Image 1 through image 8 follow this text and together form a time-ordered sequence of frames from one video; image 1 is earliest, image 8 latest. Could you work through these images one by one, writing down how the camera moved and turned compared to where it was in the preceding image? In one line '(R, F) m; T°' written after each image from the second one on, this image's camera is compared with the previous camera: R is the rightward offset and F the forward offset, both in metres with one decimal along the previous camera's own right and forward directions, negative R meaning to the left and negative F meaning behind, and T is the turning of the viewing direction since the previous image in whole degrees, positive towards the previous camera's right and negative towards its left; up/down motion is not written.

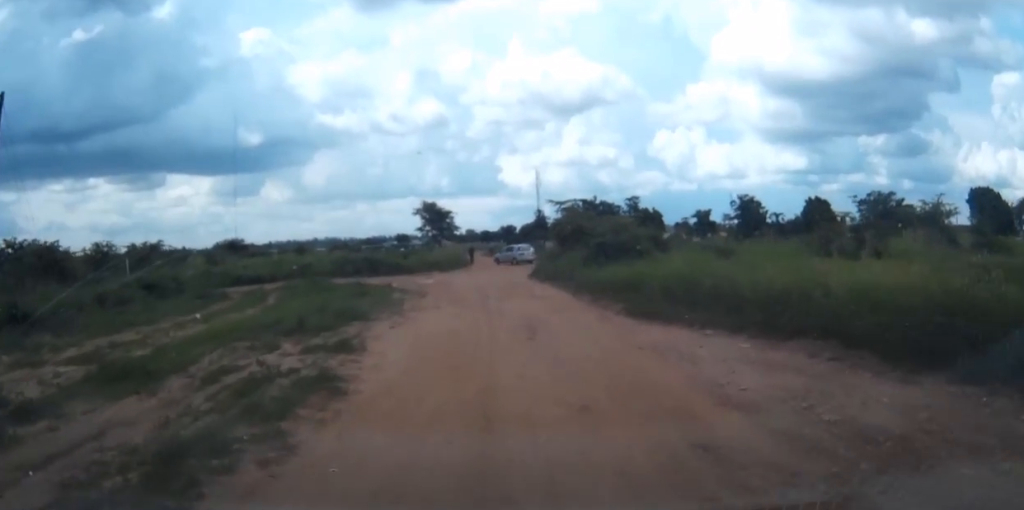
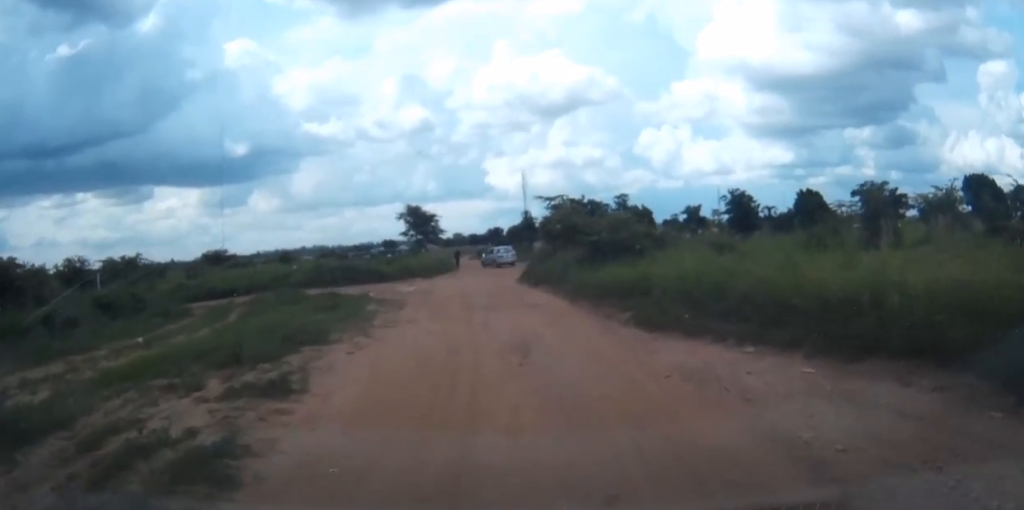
(0.0, +2.6) m; 0°
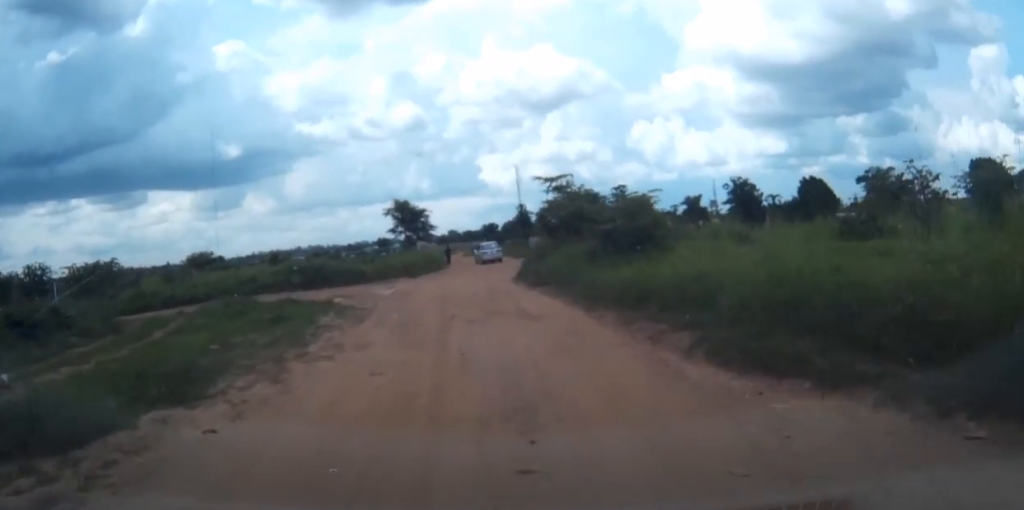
(0.0, +4.8) m; -1°
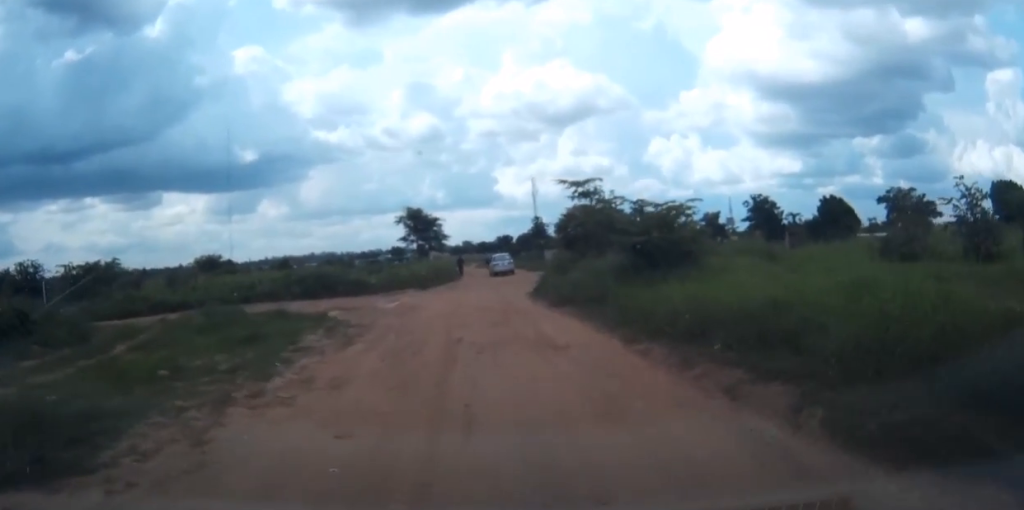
(0.0, +2.6) m; 0°
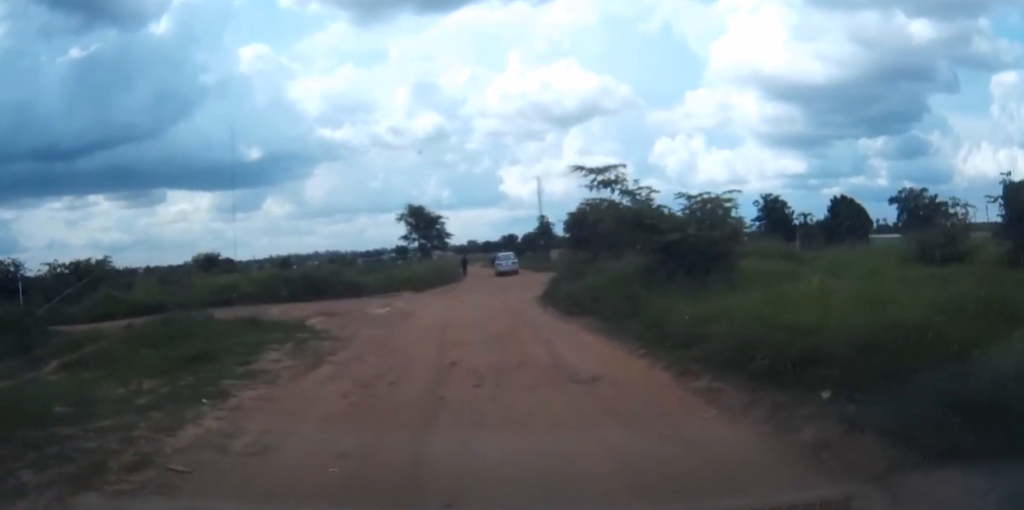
(0.0, +2.6) m; 0°
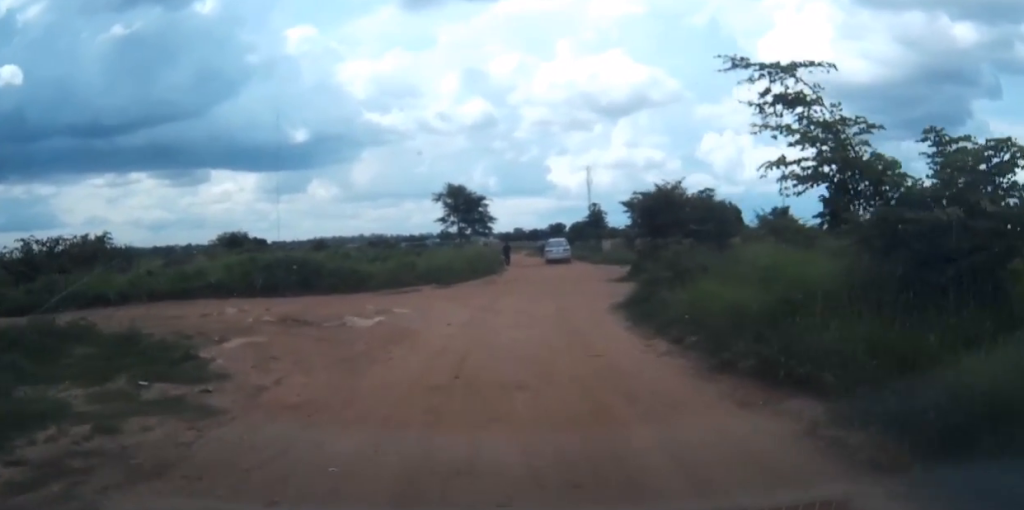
(0.0, +8.3) m; -1°
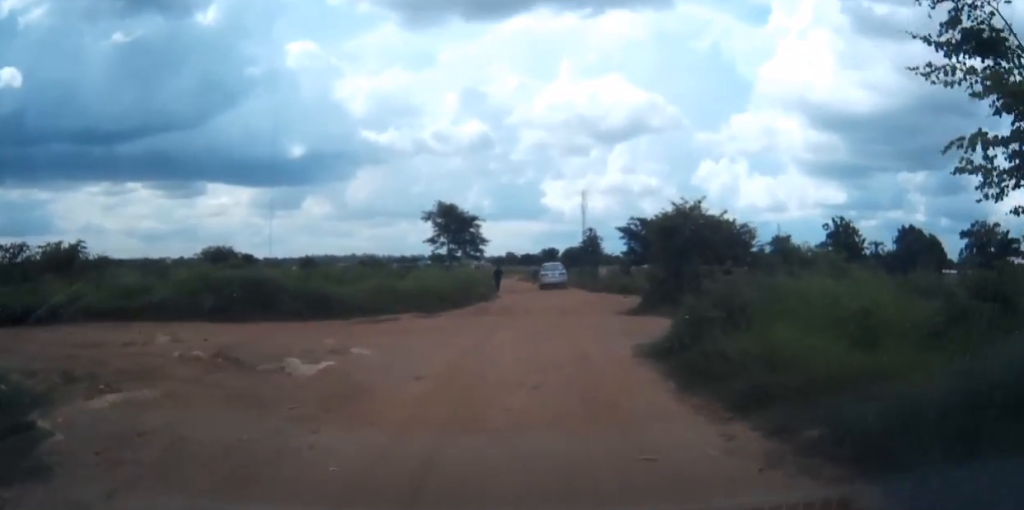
(0.0, +3.7) m; +1°
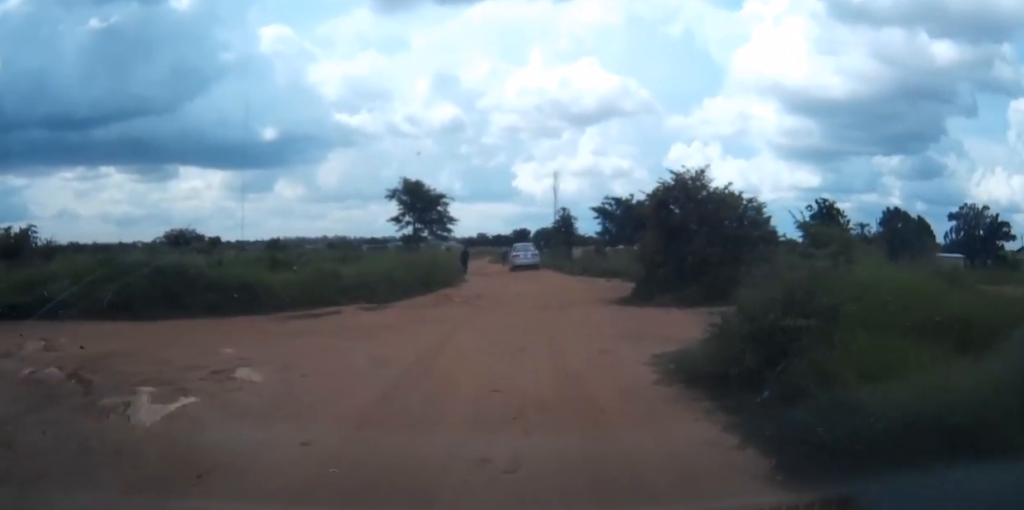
(0.0, +4.0) m; +2°
